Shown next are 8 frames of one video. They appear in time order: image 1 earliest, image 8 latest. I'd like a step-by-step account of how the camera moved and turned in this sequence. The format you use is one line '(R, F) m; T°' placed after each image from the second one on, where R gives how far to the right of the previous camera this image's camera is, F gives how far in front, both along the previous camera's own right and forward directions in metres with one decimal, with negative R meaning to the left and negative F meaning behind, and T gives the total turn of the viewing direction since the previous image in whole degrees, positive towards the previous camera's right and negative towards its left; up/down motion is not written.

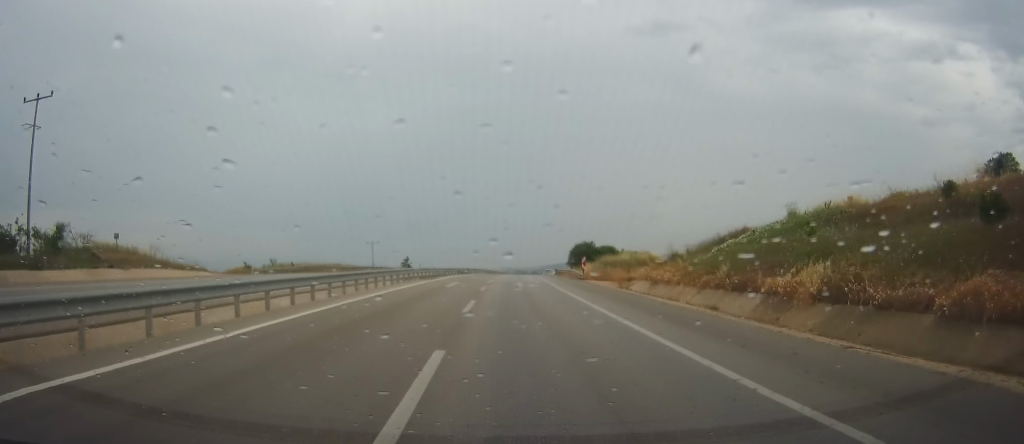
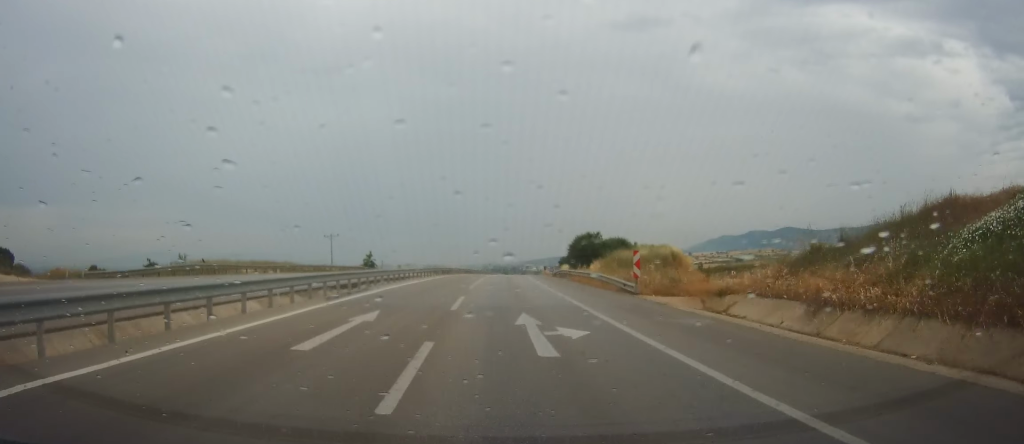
(-0.1, +21.8) m; +1°
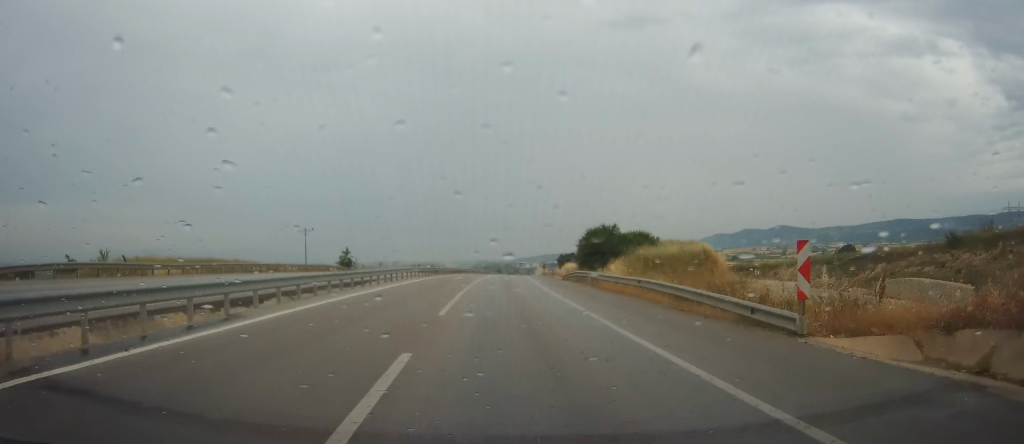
(+0.1, +14.3) m; +1°
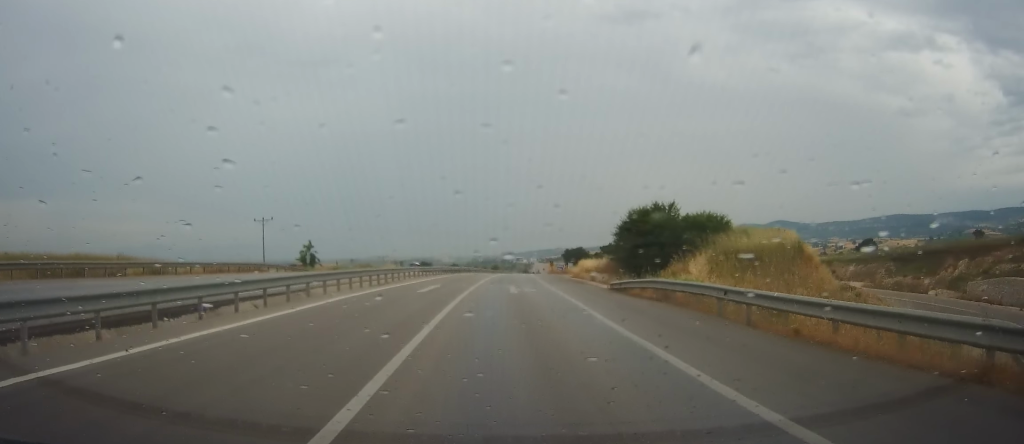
(+0.6, +21.2) m; +1°
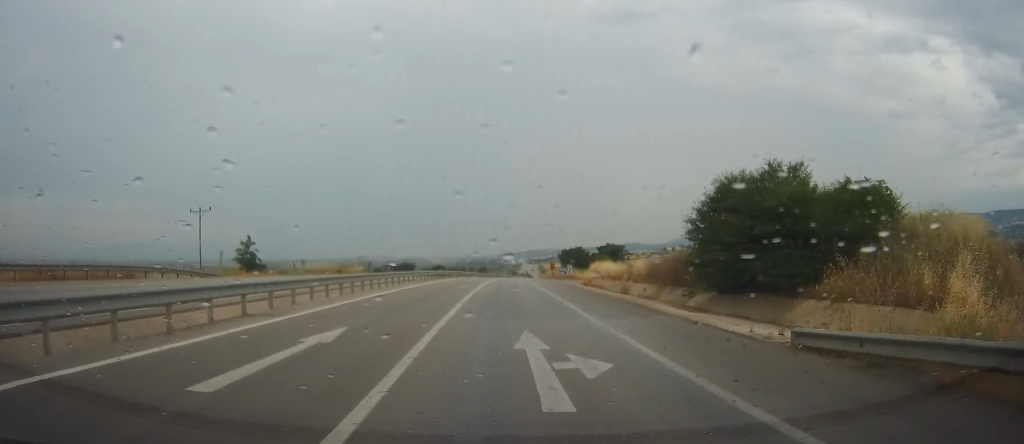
(-0.3, +19.6) m; 0°
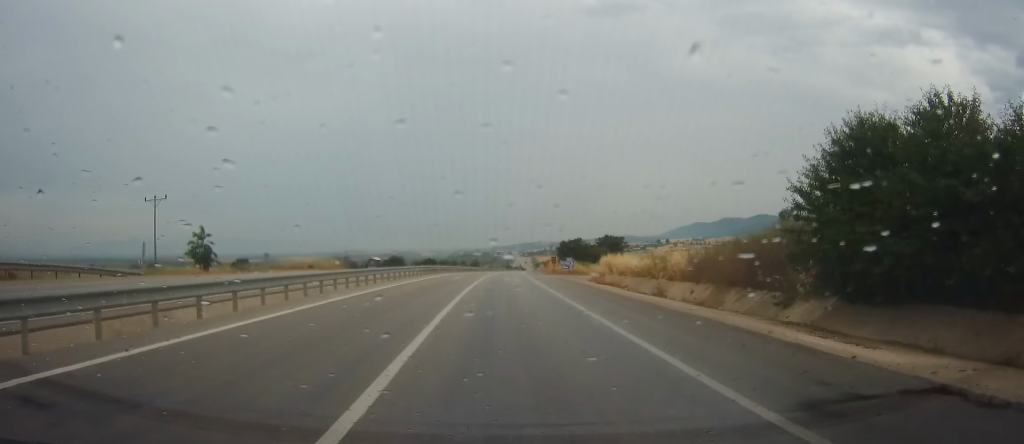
(-0.1, +10.3) m; +1°
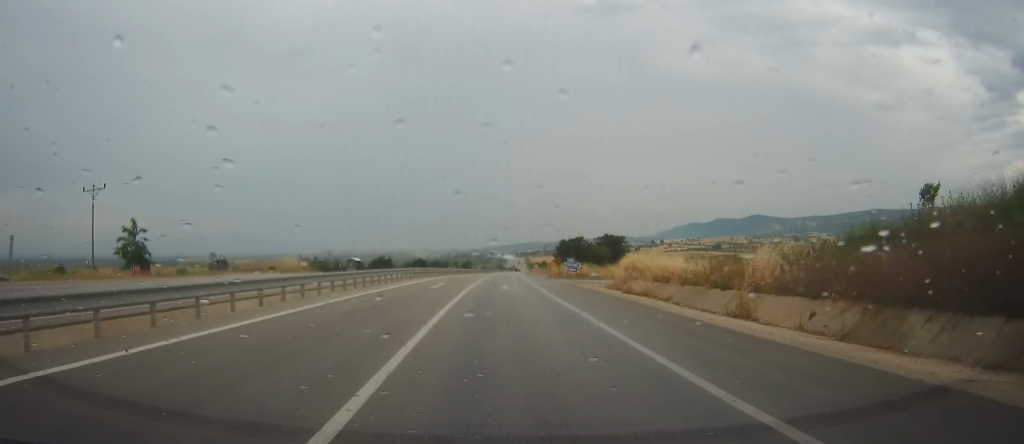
(+0.2, +11.7) m; +1°
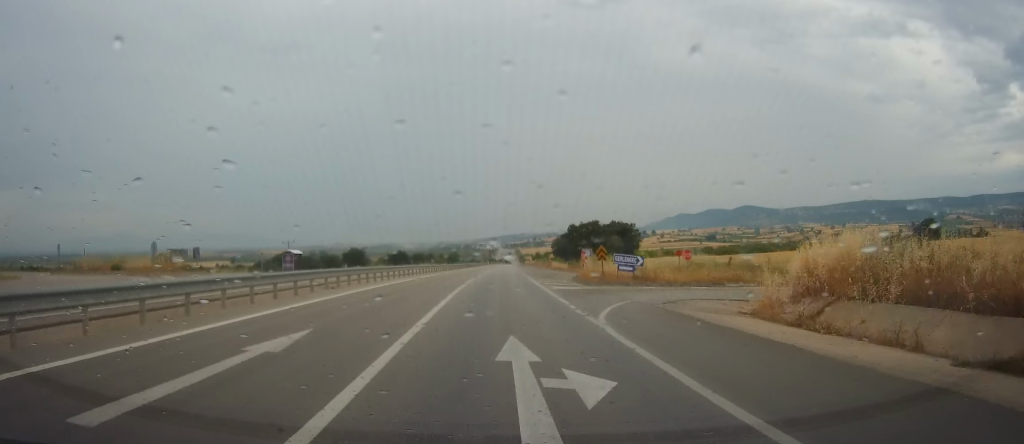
(+0.9, +27.2) m; +2°
